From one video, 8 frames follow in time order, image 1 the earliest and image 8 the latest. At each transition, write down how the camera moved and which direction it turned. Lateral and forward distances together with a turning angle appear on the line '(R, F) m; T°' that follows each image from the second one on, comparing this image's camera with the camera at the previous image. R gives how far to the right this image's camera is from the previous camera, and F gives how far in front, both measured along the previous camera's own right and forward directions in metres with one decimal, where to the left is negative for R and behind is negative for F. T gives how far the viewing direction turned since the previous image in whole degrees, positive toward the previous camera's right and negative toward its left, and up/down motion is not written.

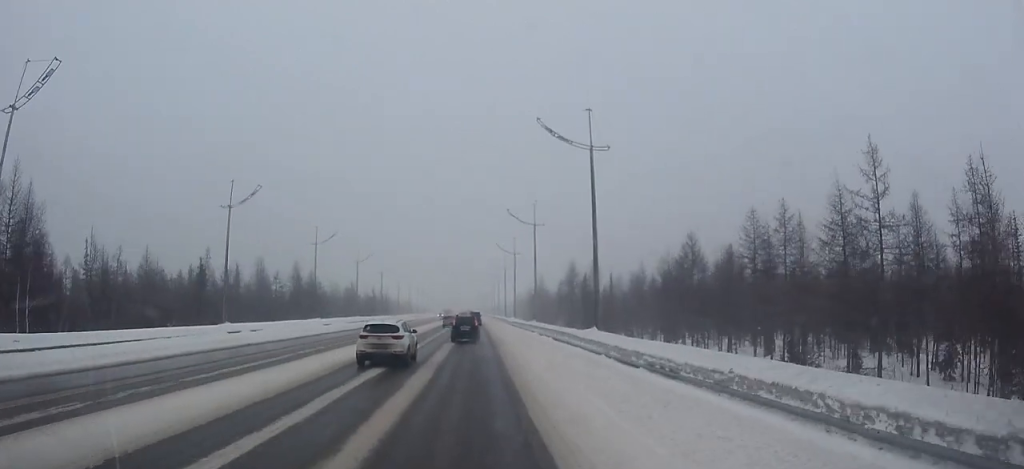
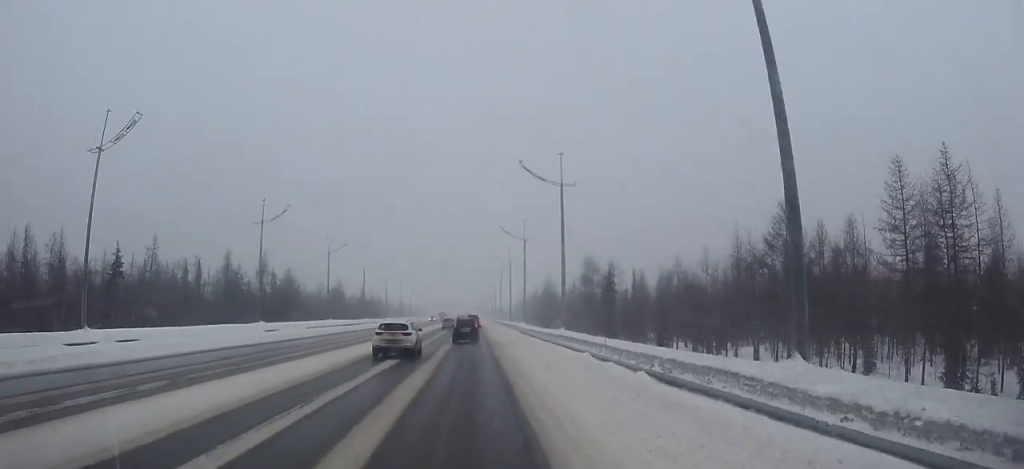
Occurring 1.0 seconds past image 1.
(0.0, +17.2) m; 0°
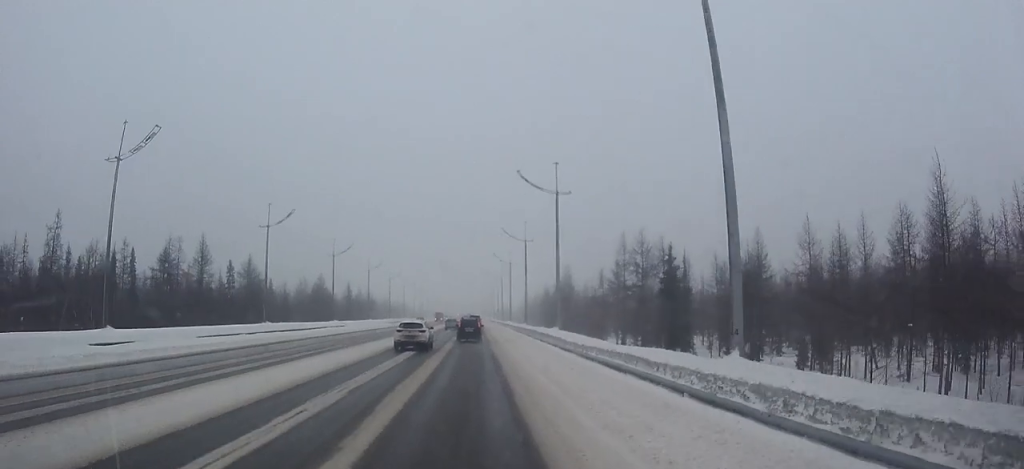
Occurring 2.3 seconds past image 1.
(0.0, +23.0) m; 0°
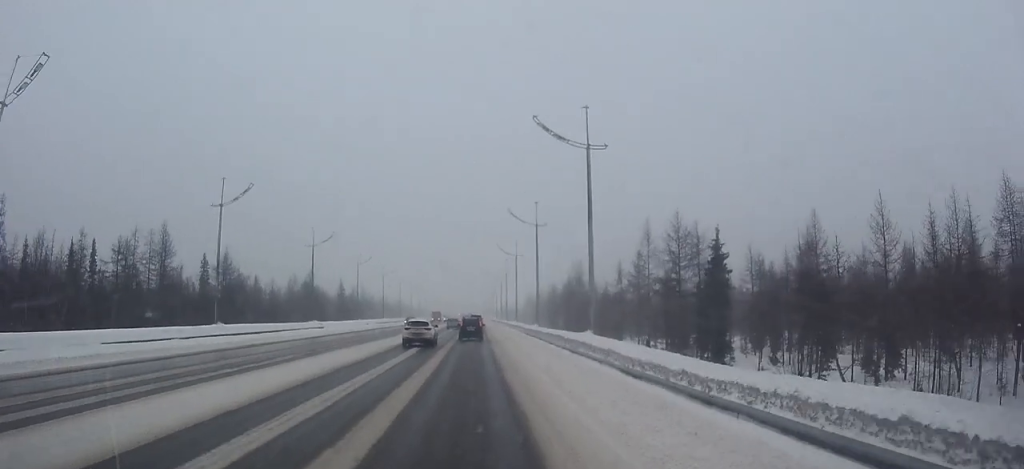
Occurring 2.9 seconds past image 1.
(0.0, +10.3) m; 0°
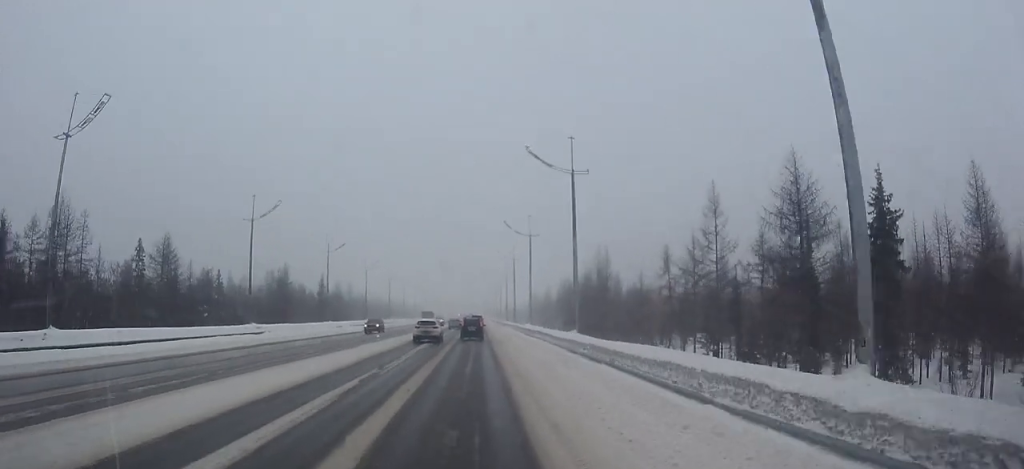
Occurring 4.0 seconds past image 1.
(0.0, +18.9) m; 0°
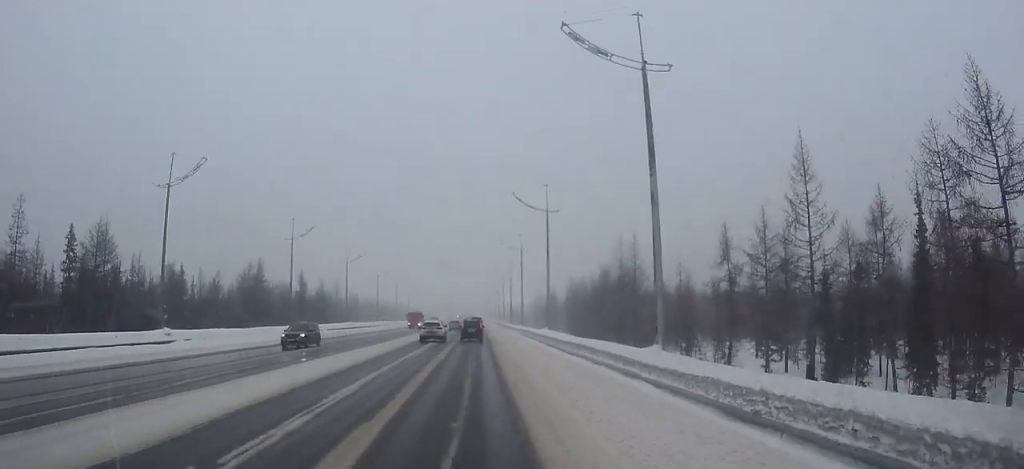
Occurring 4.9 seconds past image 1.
(0.0, +14.3) m; 0°
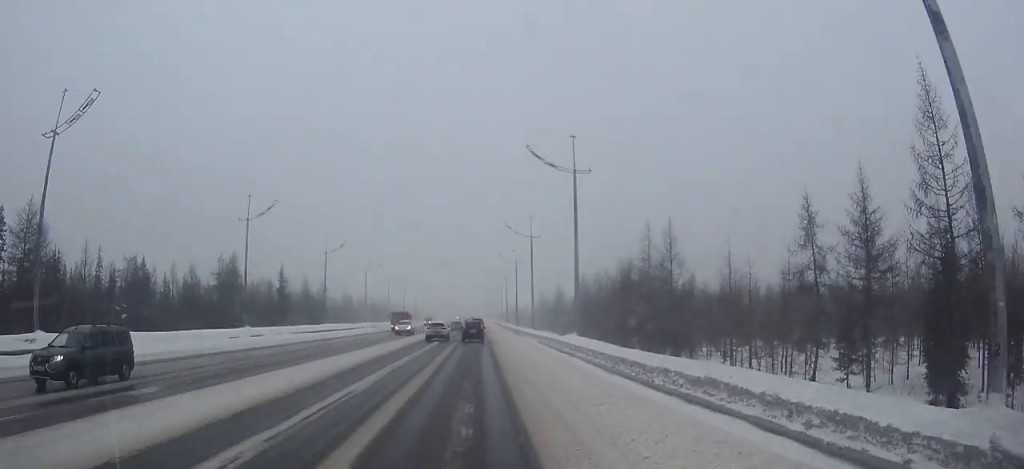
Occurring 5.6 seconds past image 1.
(0.0, +12.0) m; 0°
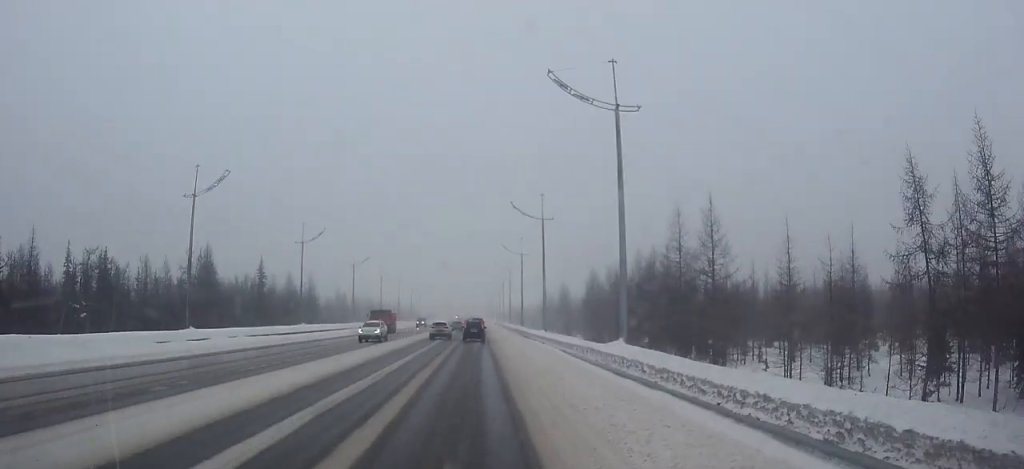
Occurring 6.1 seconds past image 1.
(0.0, +9.7) m; 0°
